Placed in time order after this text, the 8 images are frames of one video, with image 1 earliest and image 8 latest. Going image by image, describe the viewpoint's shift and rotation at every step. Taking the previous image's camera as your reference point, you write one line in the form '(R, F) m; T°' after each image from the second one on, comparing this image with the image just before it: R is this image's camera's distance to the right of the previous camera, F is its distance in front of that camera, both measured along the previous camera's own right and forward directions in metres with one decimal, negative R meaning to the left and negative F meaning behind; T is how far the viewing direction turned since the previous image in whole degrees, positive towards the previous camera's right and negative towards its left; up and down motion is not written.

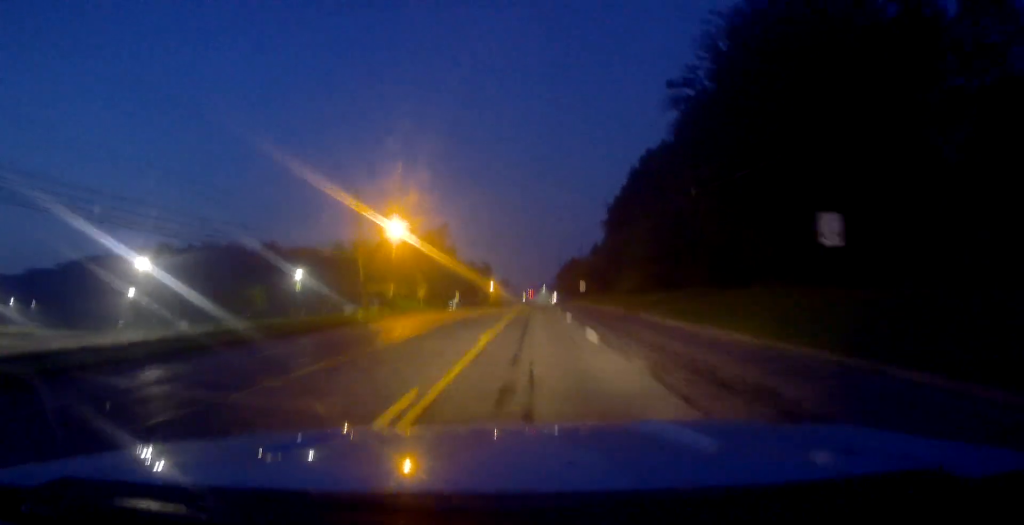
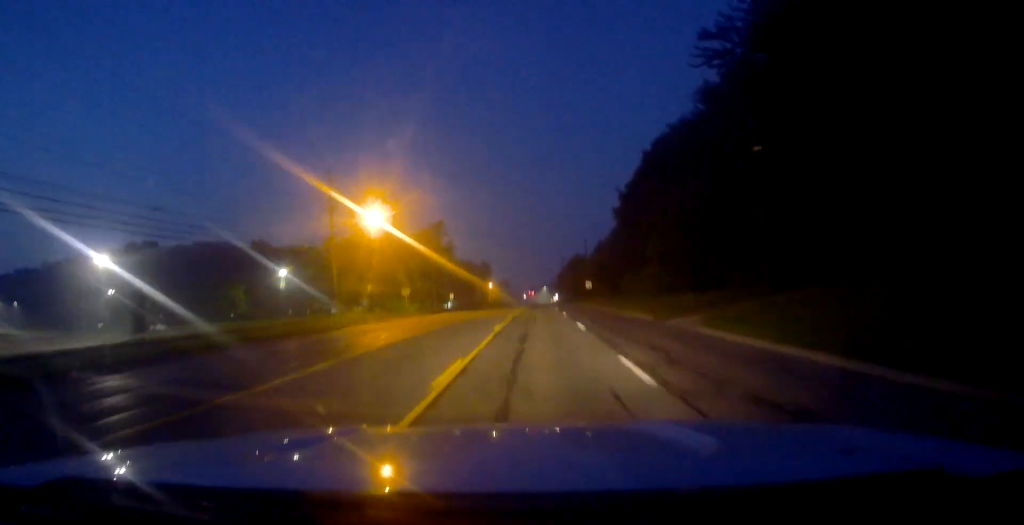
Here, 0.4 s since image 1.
(-0.3, +8.8) m; 0°
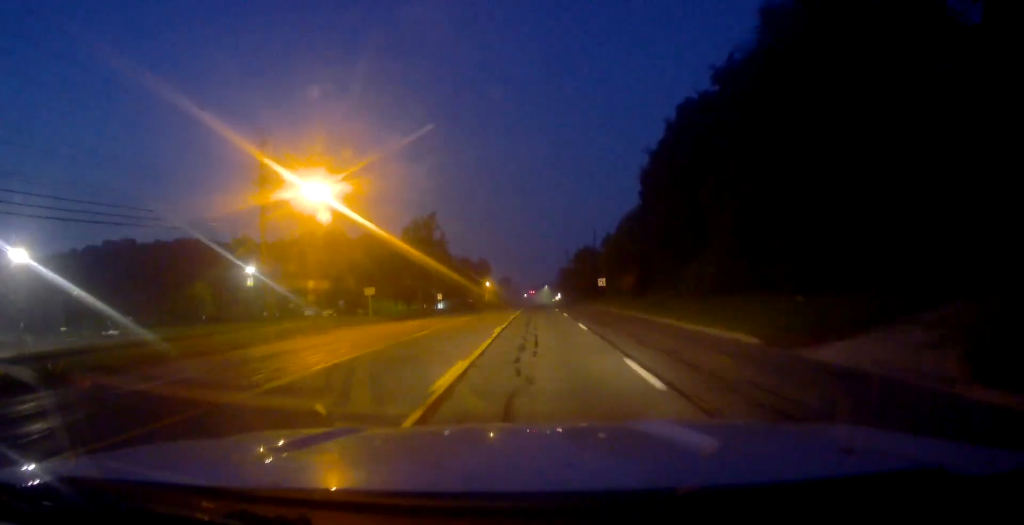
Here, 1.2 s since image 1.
(-0.2, +14.9) m; 0°
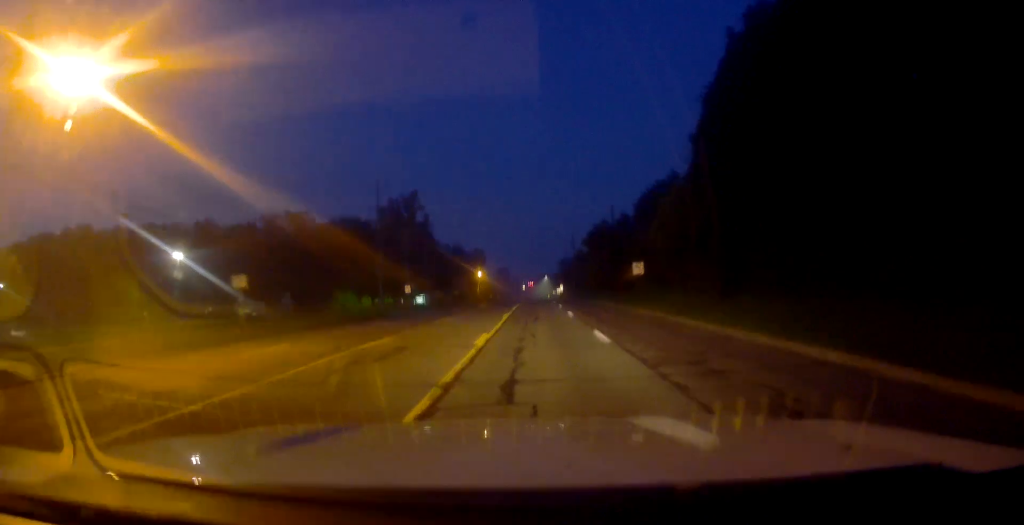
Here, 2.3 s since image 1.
(+0.3, +23.6) m; 0°
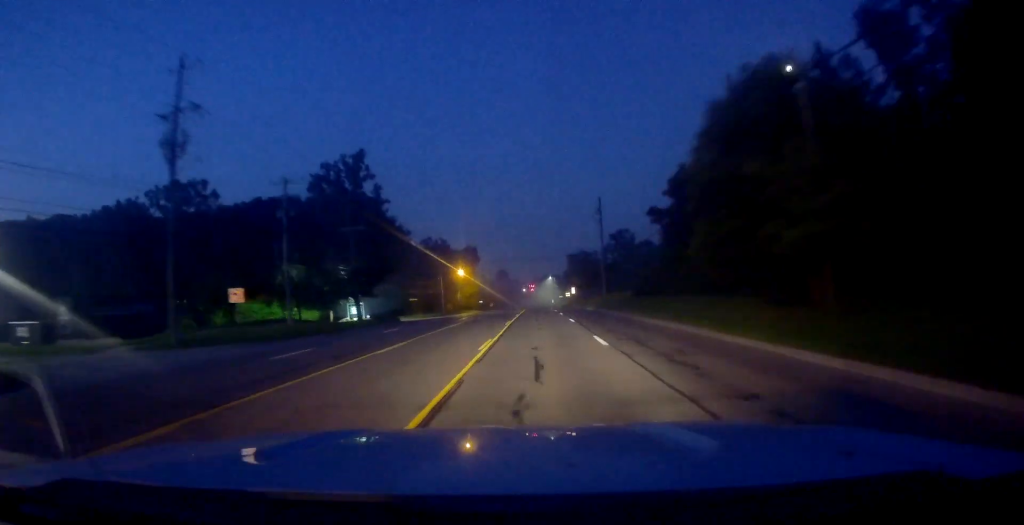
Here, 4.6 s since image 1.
(+0.9, +44.7) m; +2°
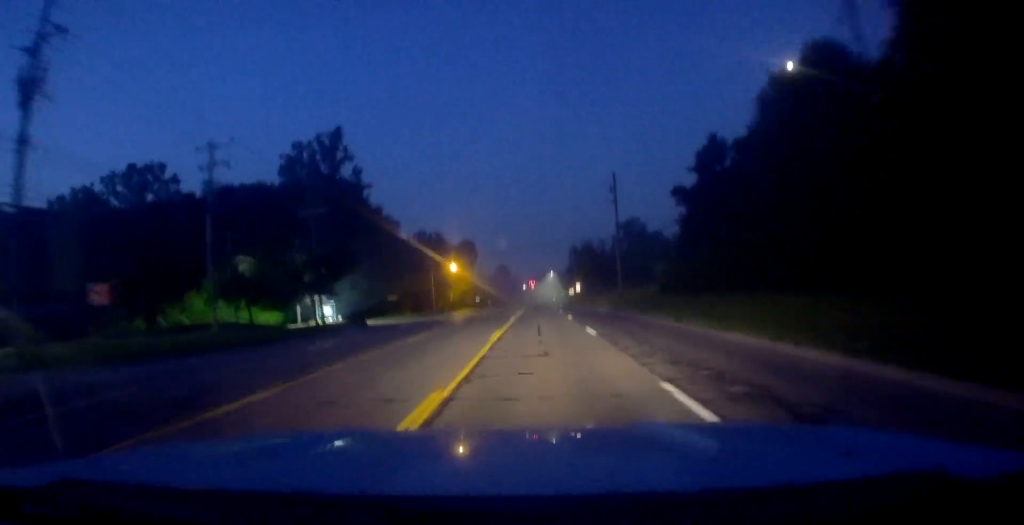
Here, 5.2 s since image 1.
(-0.1, +11.7) m; 0°
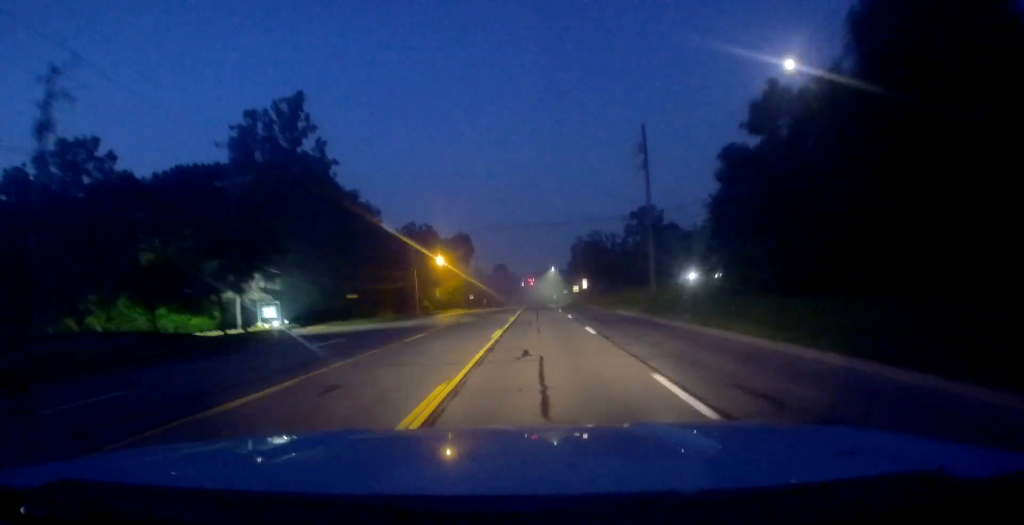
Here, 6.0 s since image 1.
(-0.3, +14.9) m; 0°
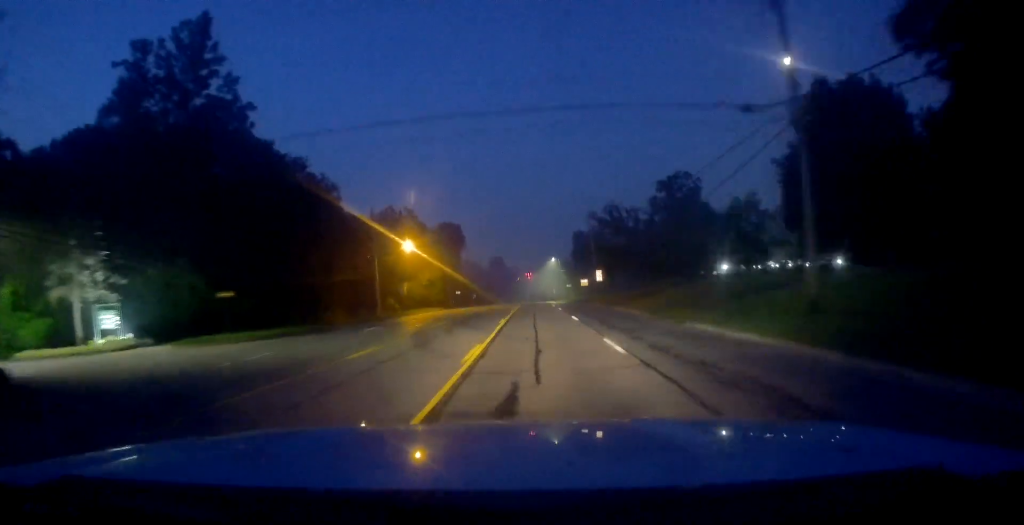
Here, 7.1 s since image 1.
(+0.1, +22.7) m; -1°
